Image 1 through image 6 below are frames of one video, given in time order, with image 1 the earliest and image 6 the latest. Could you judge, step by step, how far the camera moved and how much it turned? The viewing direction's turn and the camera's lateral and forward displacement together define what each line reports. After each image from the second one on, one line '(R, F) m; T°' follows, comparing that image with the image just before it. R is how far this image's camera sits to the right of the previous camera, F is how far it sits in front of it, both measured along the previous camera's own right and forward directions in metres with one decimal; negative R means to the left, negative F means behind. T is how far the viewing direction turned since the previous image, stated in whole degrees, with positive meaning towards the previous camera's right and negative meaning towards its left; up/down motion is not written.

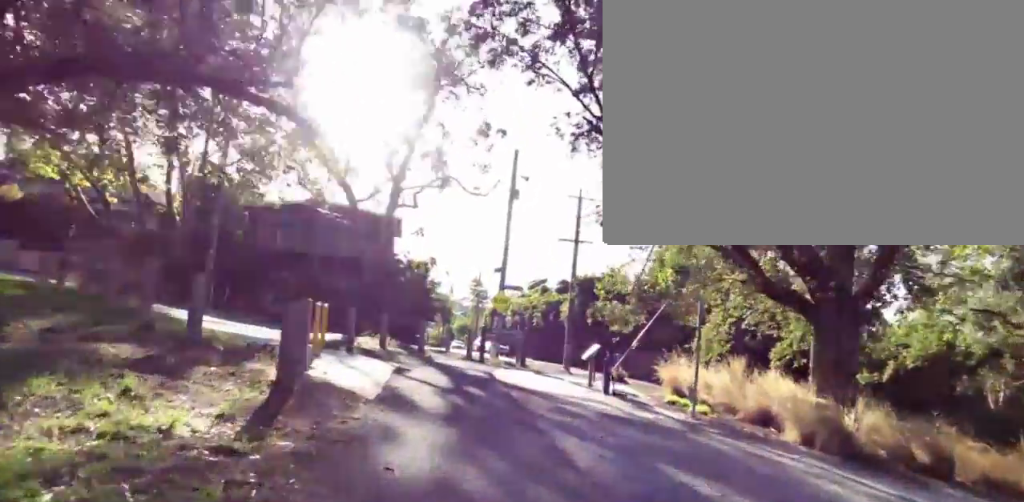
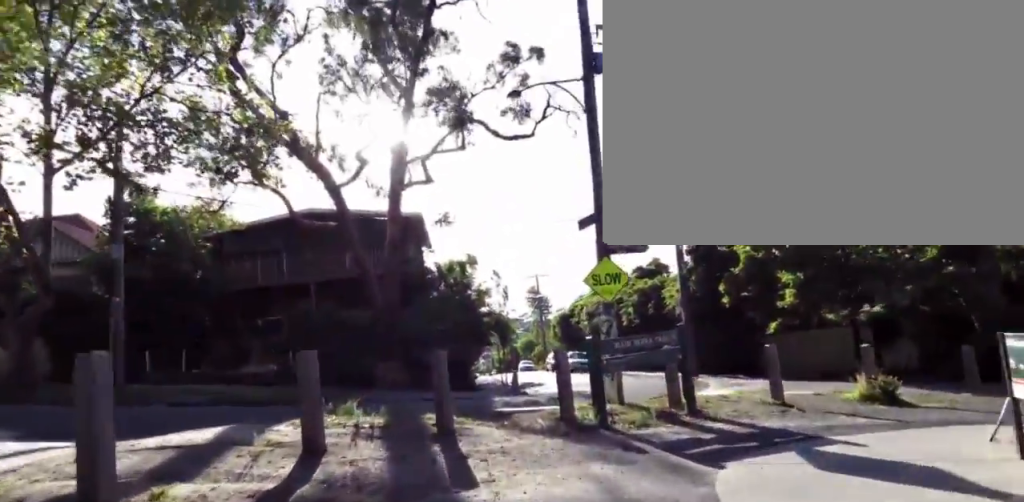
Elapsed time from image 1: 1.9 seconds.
(-1.6, +11.8) m; -5°
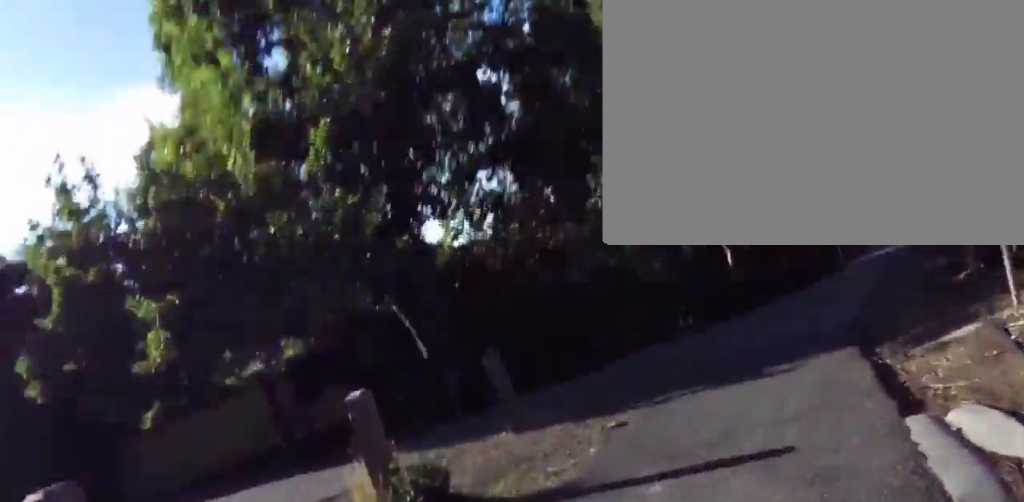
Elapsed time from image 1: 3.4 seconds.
(+2.2, +8.0) m; +52°
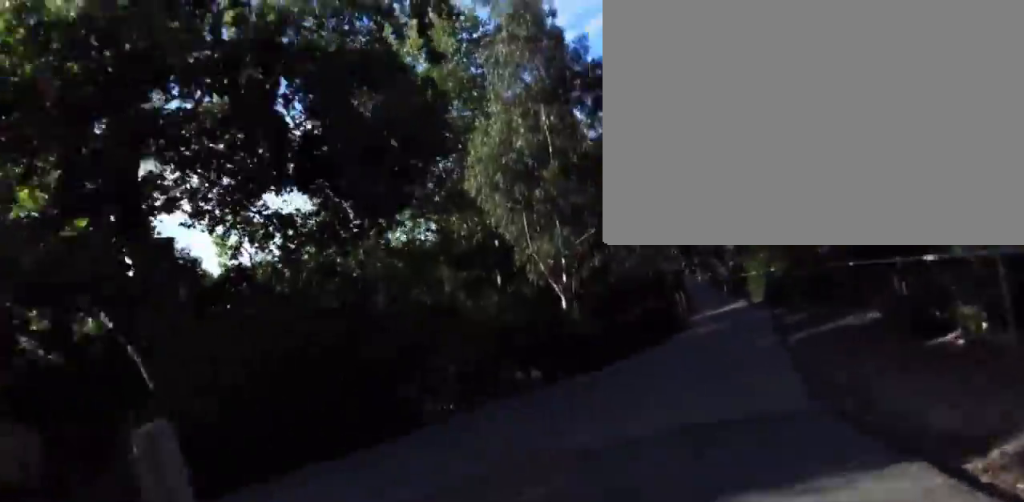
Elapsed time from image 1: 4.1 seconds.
(+1.5, +3.6) m; +19°
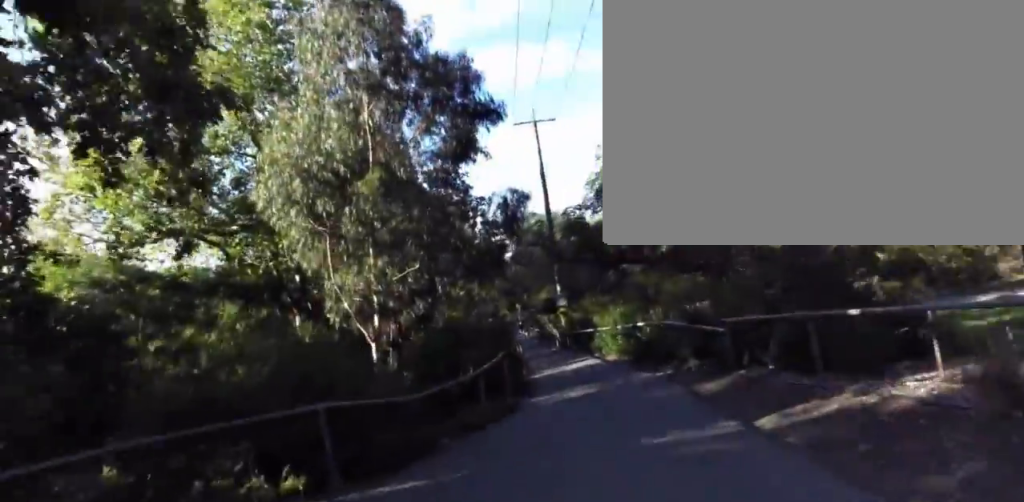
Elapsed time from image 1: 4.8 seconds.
(+0.7, +4.5) m; +14°
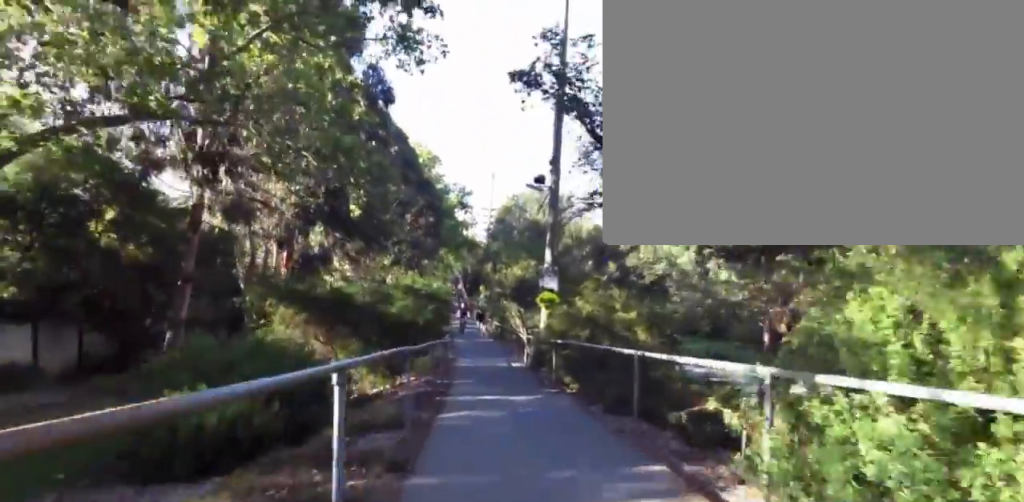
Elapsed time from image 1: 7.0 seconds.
(+3.1, +16.3) m; +12°
